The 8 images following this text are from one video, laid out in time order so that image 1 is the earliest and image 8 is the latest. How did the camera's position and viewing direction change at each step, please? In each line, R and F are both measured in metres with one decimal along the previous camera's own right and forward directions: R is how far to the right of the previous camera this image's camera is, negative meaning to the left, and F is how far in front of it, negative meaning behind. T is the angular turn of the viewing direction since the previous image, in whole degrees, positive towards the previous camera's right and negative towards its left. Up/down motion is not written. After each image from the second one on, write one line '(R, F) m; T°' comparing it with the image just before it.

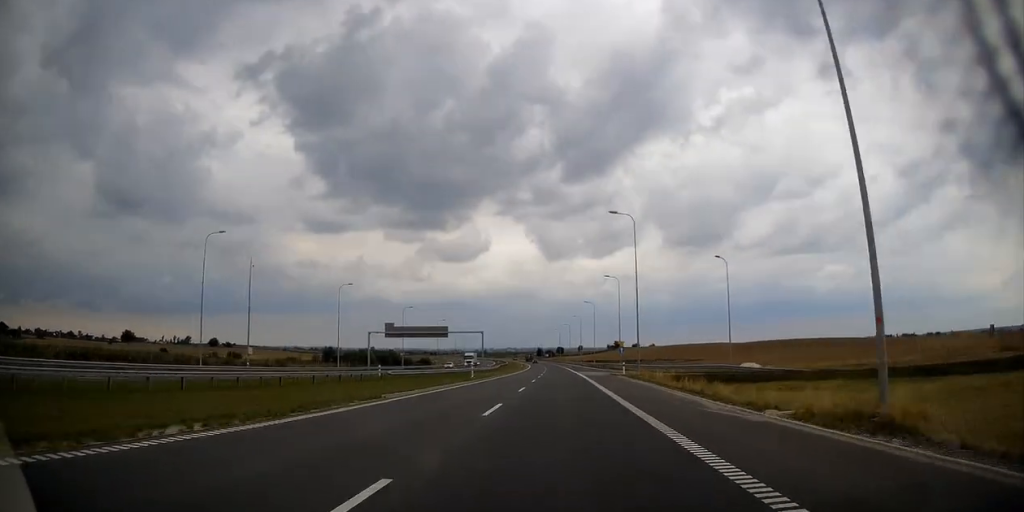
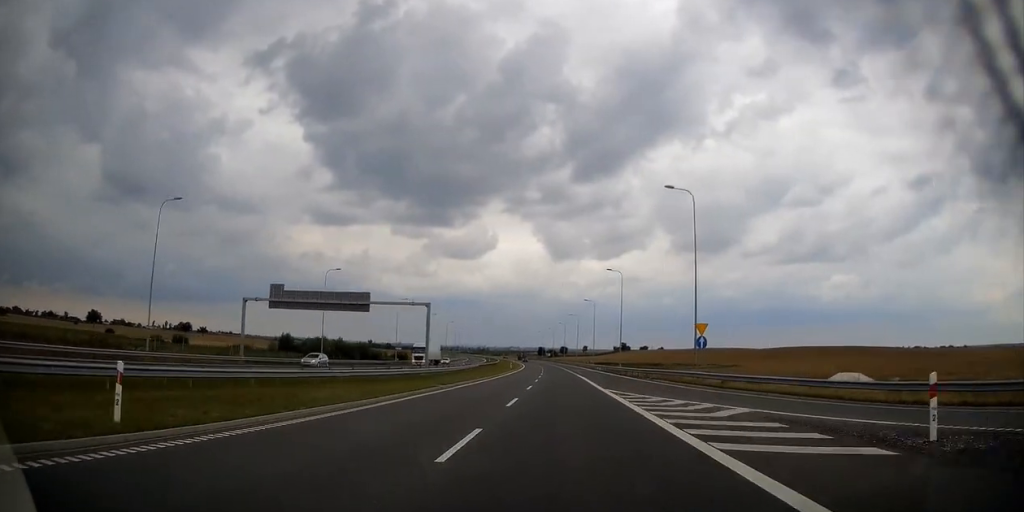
(-0.2, +44.4) m; -1°
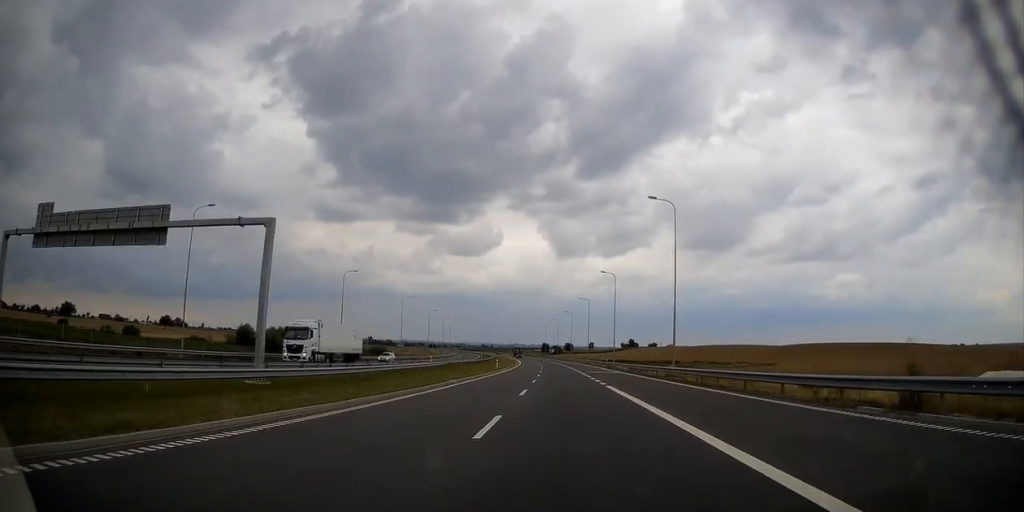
(-0.2, +33.7) m; 0°
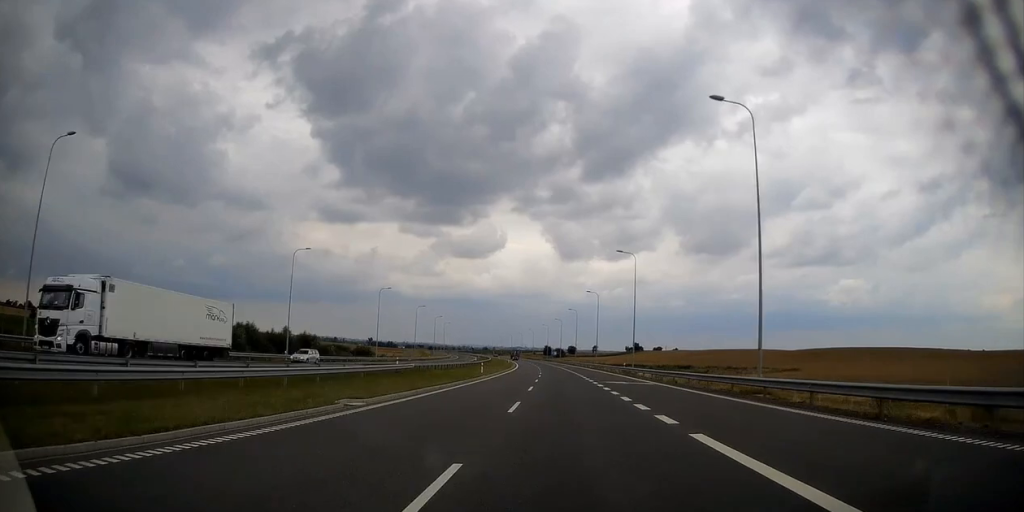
(0.0, +18.1) m; 0°
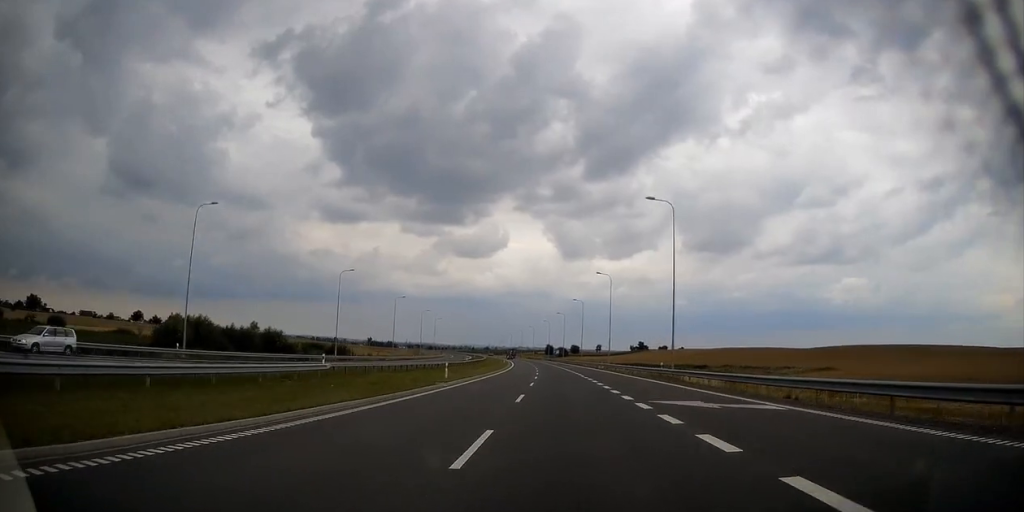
(0.0, +20.5) m; 0°
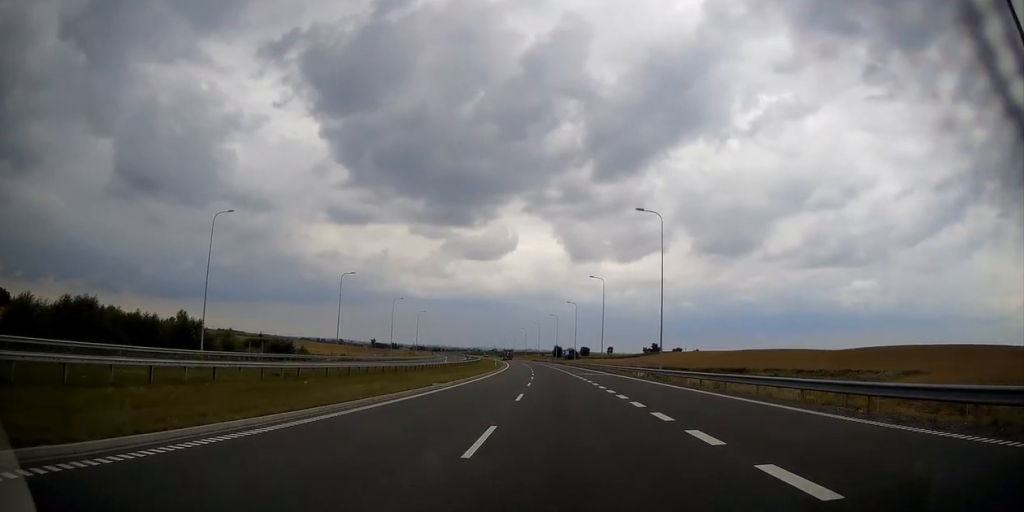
(0.0, +35.1) m; 0°
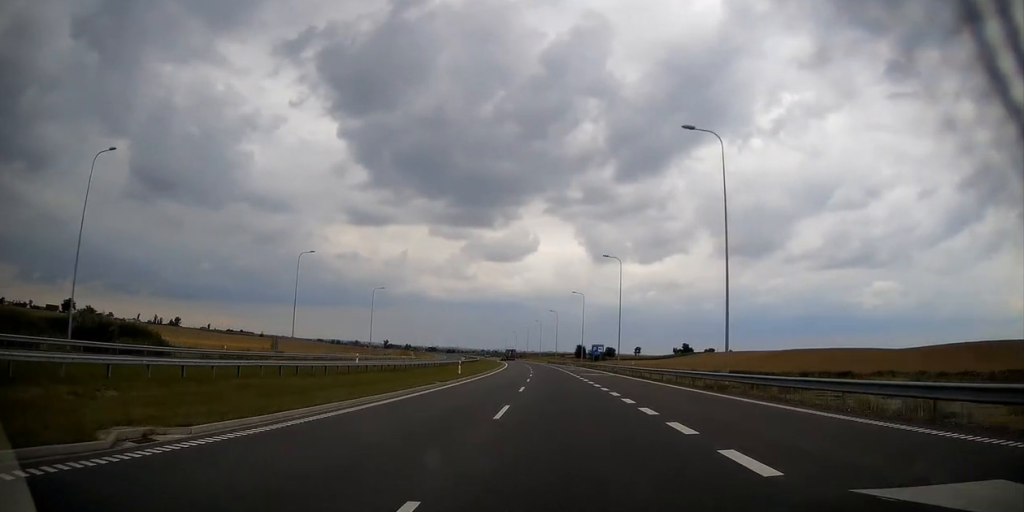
(-1.0, +54.7) m; -2°
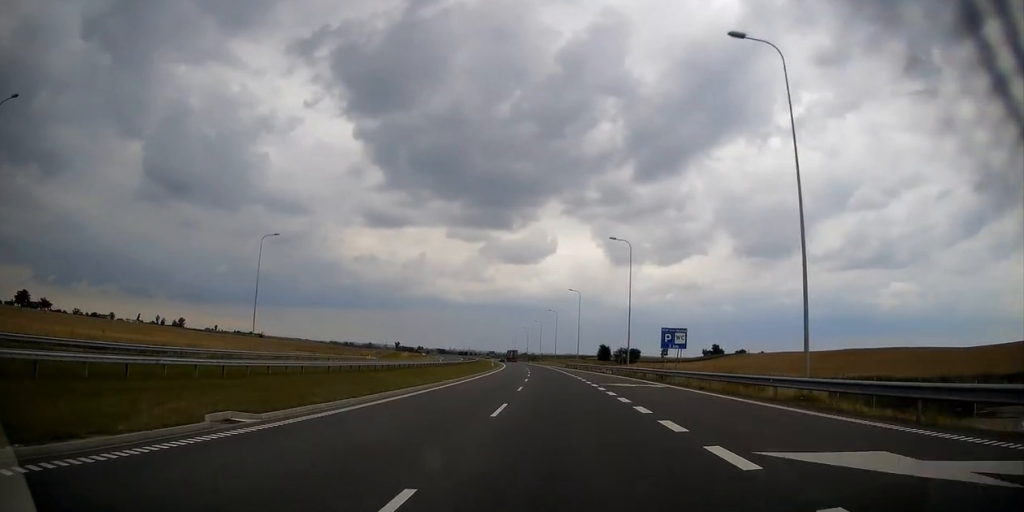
(-0.6, +47.5) m; -2°
